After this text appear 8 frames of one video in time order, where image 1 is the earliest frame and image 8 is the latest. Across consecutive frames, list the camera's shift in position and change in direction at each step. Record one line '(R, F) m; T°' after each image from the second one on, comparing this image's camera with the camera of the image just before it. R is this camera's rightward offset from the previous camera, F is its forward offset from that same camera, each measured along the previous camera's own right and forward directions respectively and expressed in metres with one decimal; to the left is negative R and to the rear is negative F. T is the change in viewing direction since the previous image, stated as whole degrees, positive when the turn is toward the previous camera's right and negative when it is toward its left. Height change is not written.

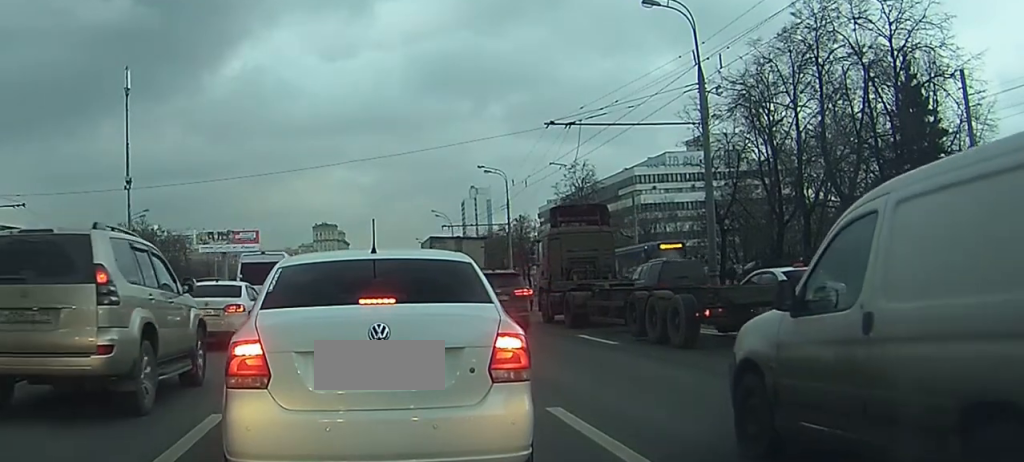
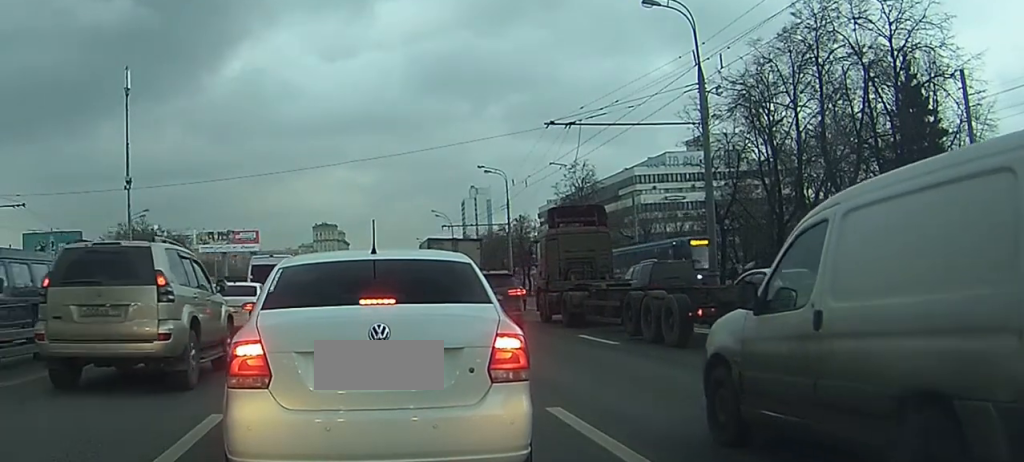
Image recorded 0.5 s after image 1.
(-0.1, +0.2) m; 0°
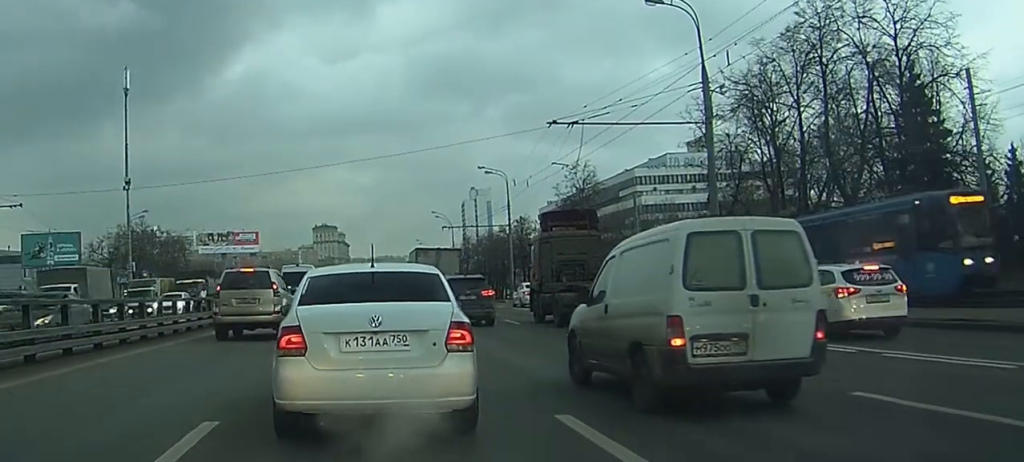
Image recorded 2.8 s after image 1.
(-0.3, +1.3) m; 0°
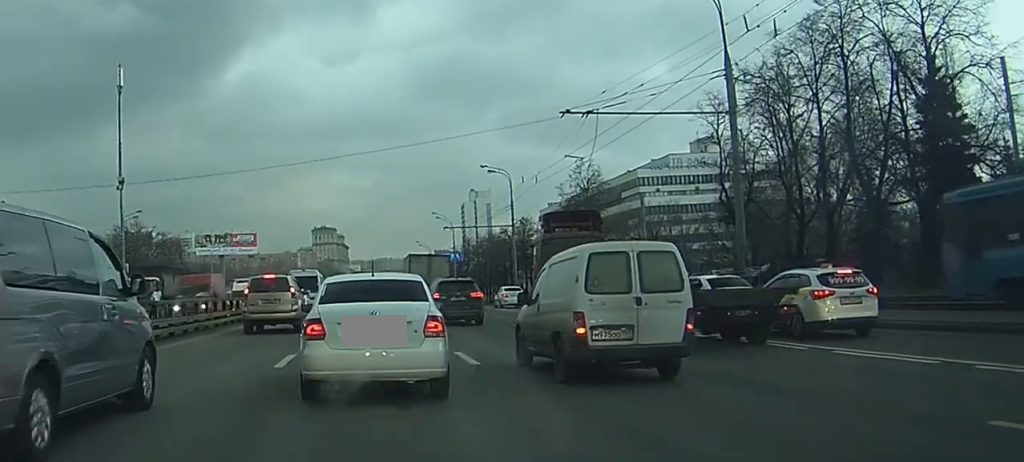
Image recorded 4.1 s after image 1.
(0.0, +2.1) m; -1°
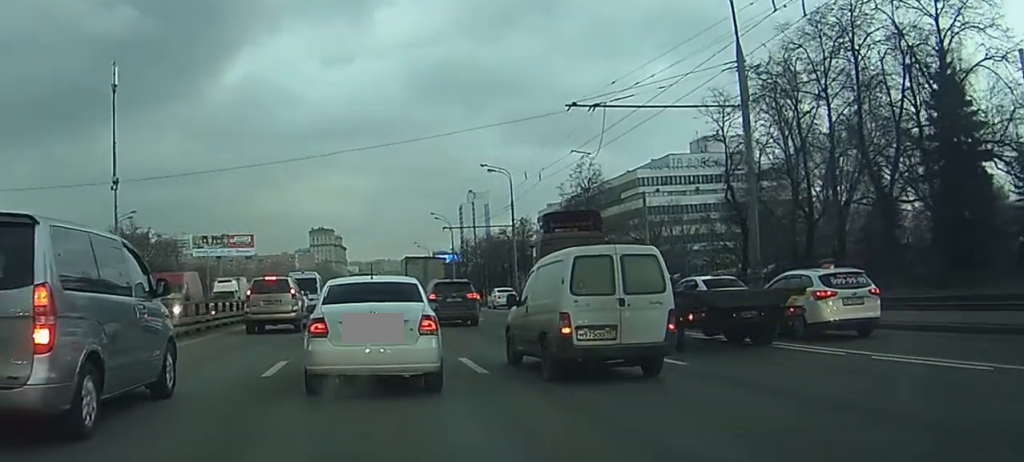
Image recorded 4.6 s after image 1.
(0.0, +1.2) m; -1°
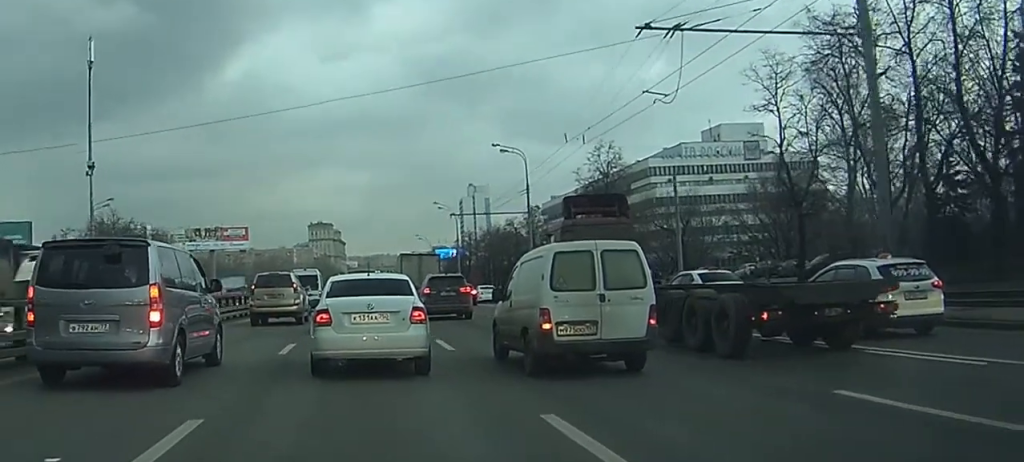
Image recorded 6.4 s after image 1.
(-0.4, +6.3) m; -5°
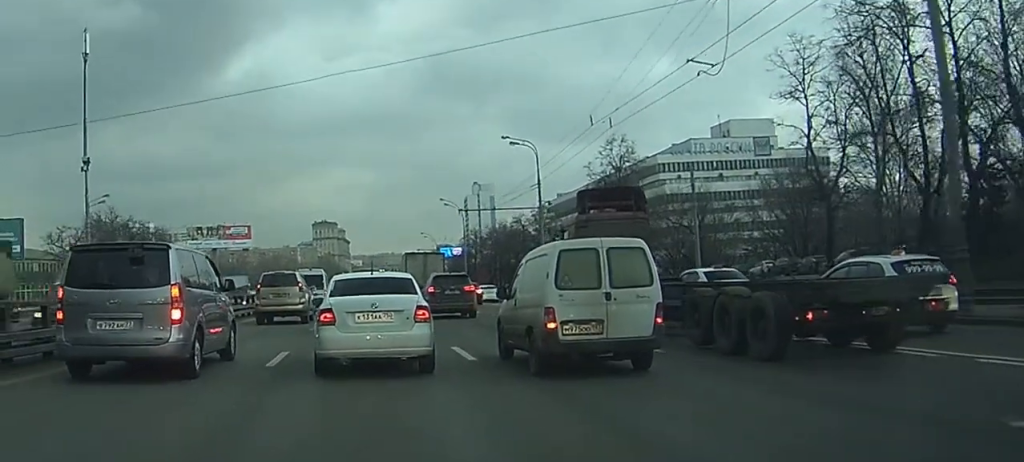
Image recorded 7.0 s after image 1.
(0.0, +2.4) m; +1°
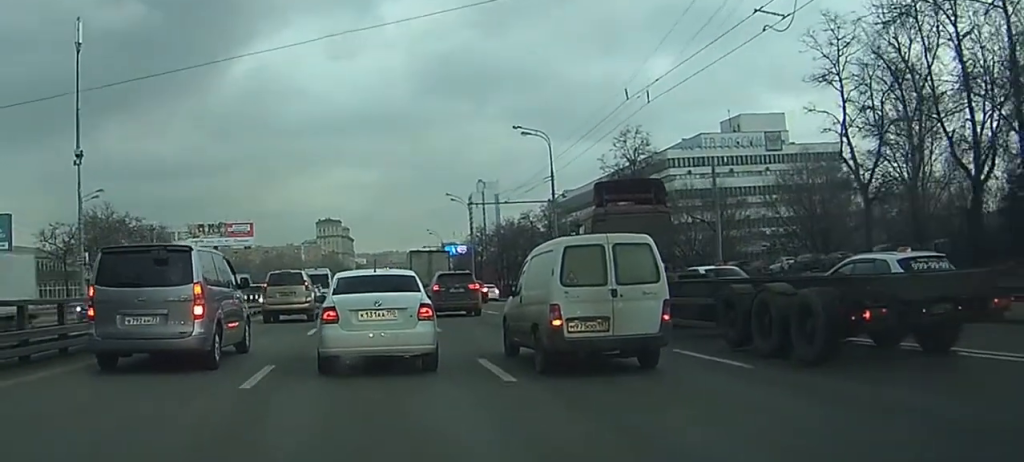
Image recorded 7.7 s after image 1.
(0.0, +3.1) m; +1°
